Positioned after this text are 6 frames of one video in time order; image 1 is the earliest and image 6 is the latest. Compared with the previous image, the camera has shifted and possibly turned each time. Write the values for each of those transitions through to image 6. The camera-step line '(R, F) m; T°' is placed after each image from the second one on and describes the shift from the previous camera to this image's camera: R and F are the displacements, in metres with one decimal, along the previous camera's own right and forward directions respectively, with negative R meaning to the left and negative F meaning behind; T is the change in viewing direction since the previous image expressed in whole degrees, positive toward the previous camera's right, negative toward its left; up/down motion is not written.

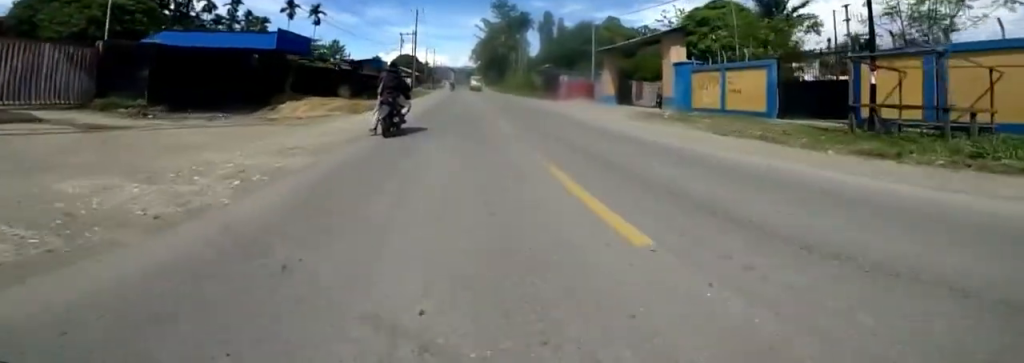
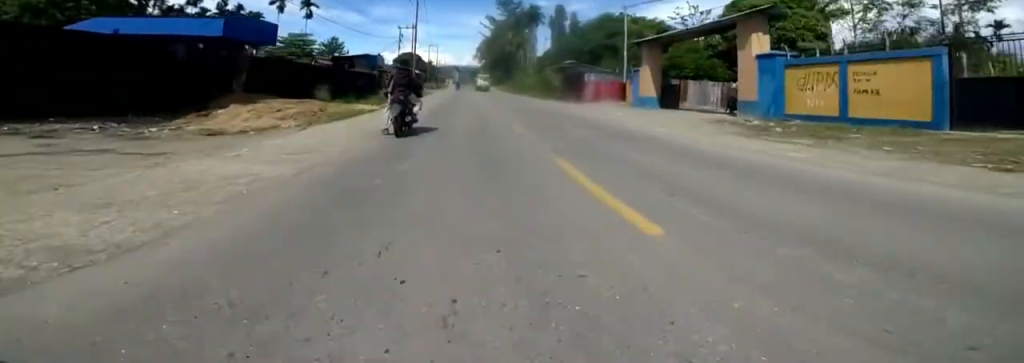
(+0.8, +5.1) m; -2°
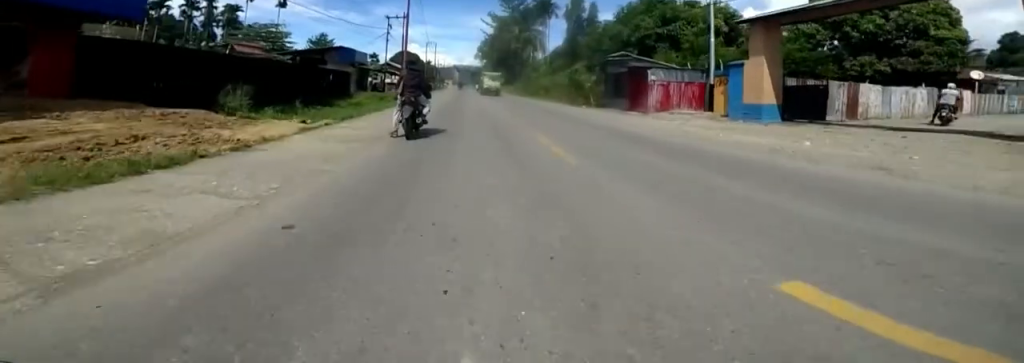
(-1.4, +8.2) m; -2°
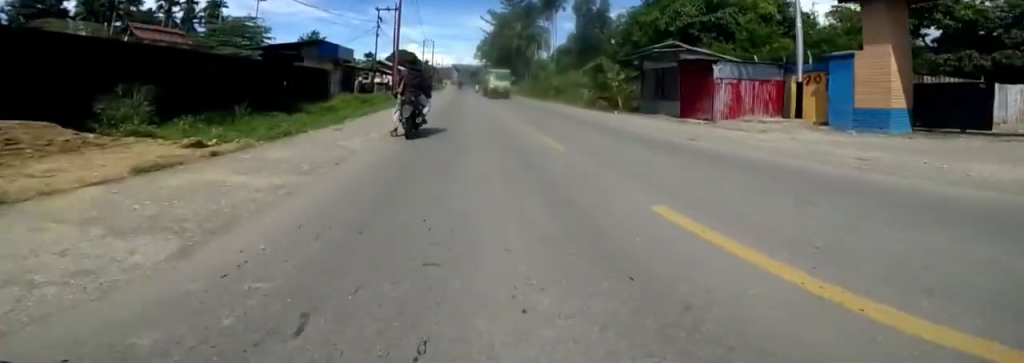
(+0.1, +4.5) m; +2°
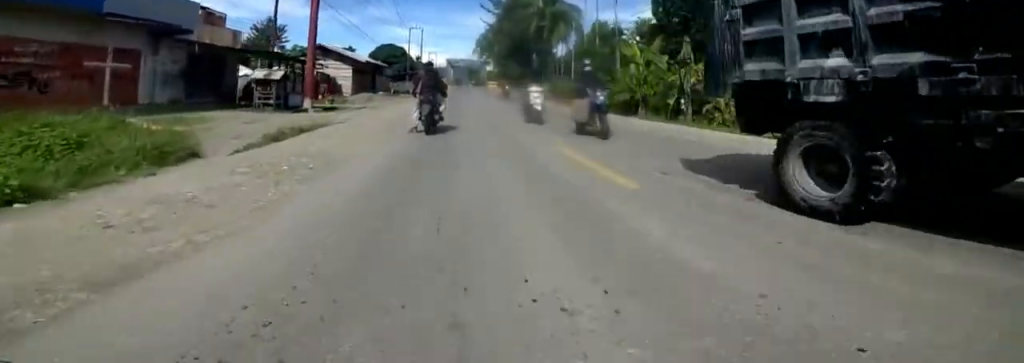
(+1.6, +19.7) m; 0°
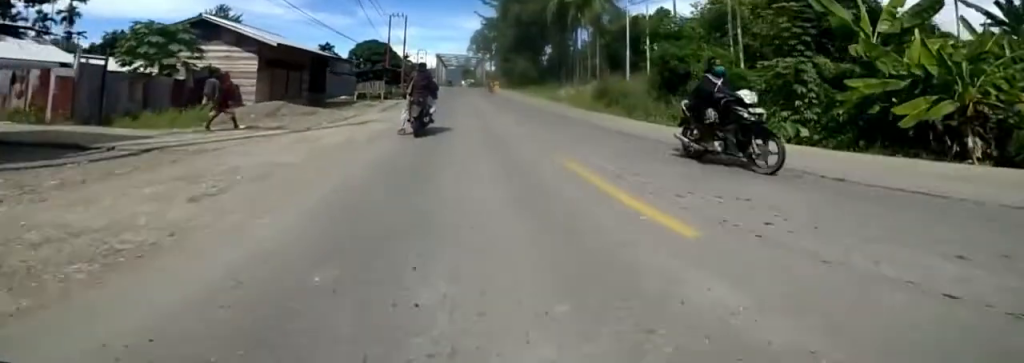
(-0.3, +12.5) m; 0°
